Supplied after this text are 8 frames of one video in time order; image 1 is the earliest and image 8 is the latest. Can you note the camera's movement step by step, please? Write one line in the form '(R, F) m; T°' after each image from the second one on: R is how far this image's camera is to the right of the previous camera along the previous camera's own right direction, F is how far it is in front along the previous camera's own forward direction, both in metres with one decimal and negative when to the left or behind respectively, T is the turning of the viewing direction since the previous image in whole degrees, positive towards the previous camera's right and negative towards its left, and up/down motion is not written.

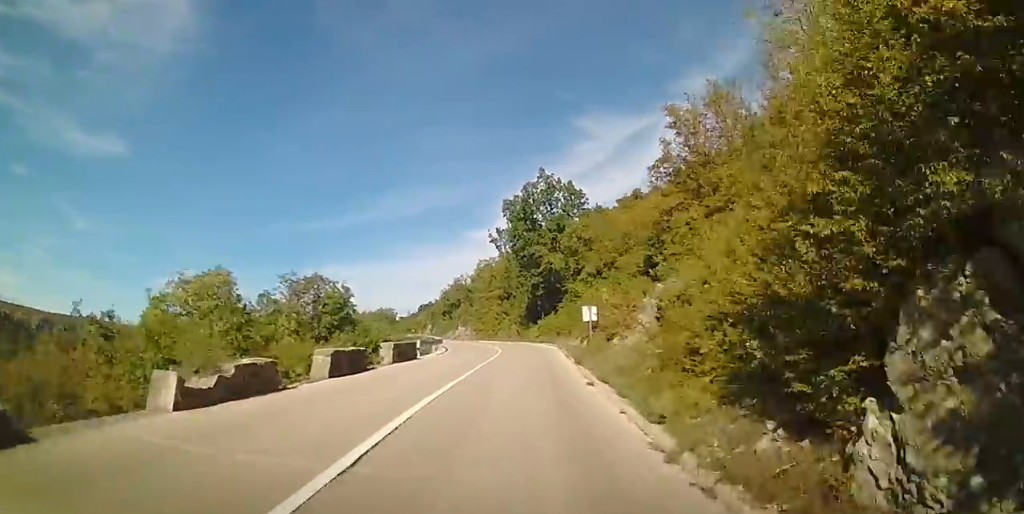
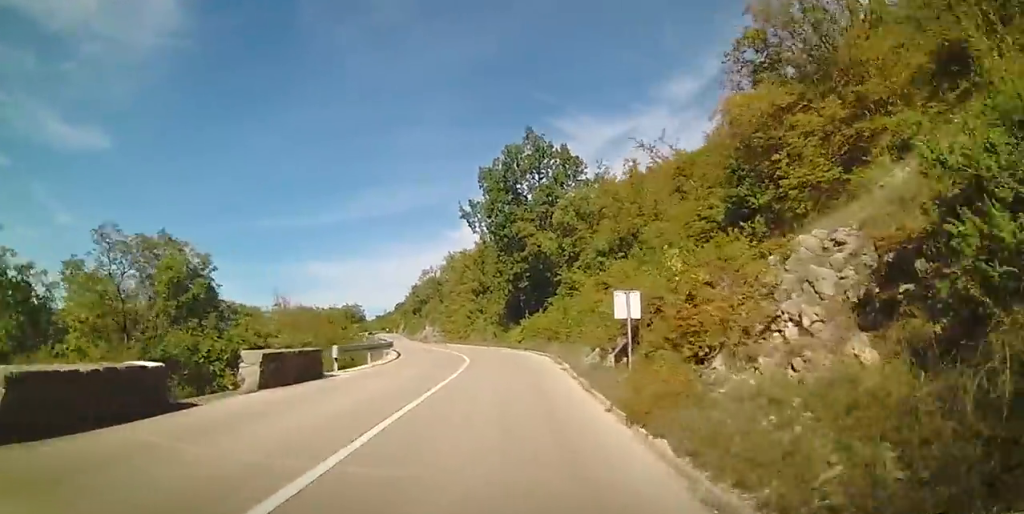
(+0.6, +9.6) m; +2°
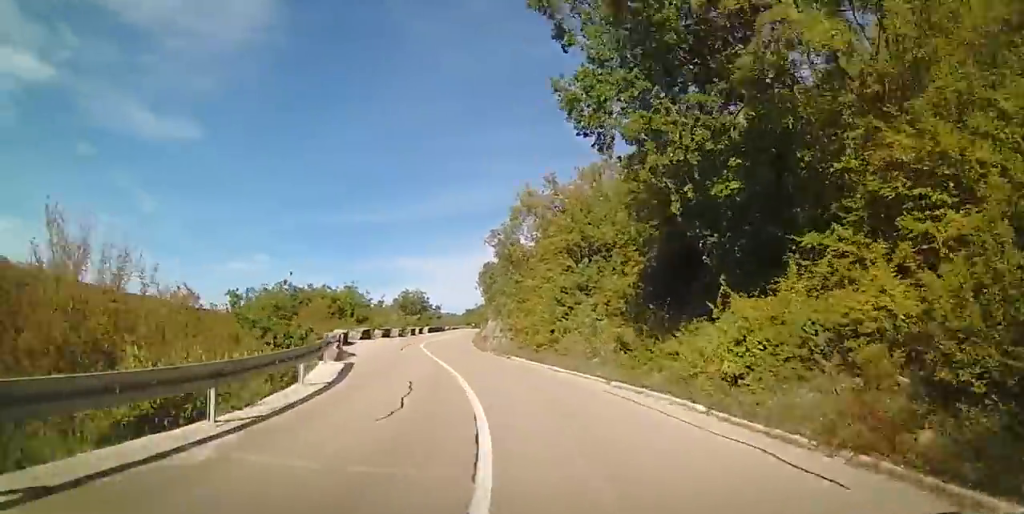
(-1.5, +23.0) m; -6°
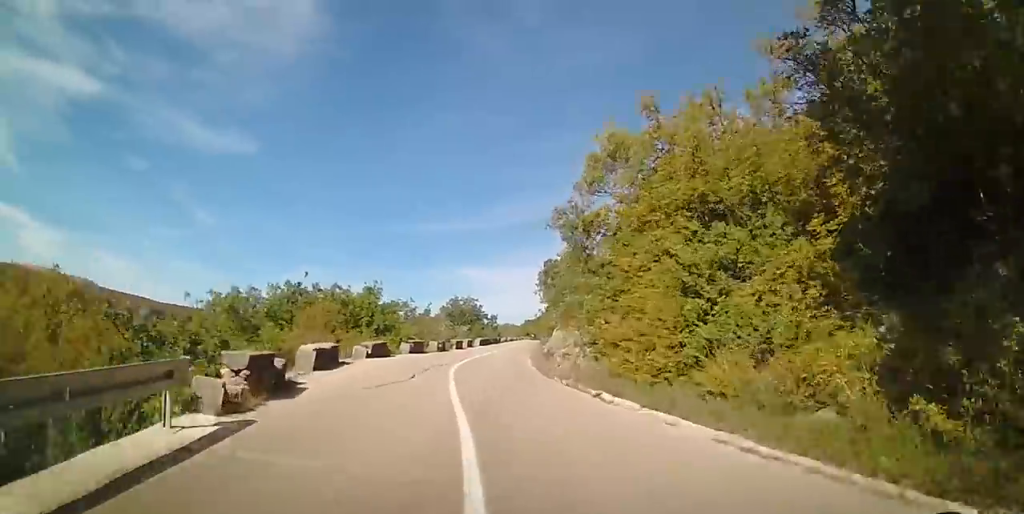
(-0.1, +9.5) m; -1°
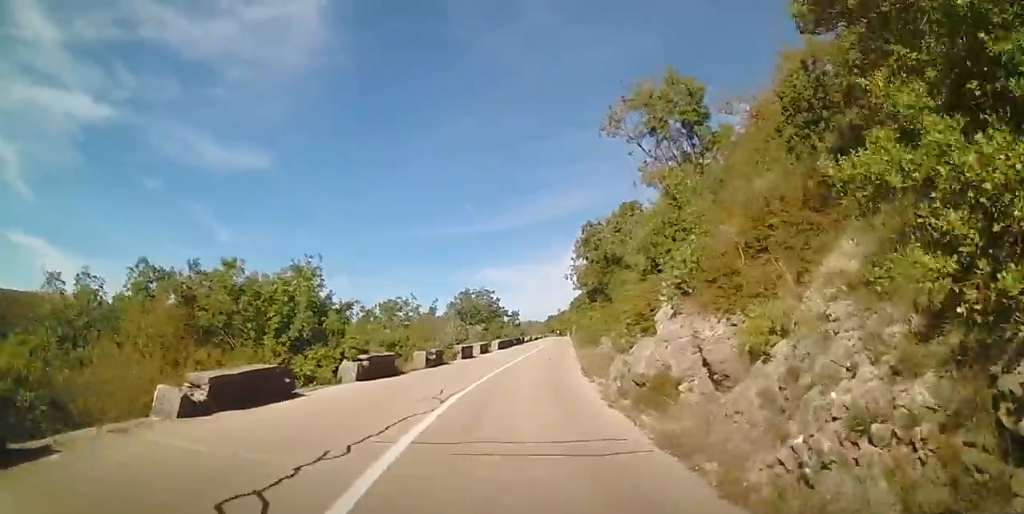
(0.0, +13.3) m; 0°
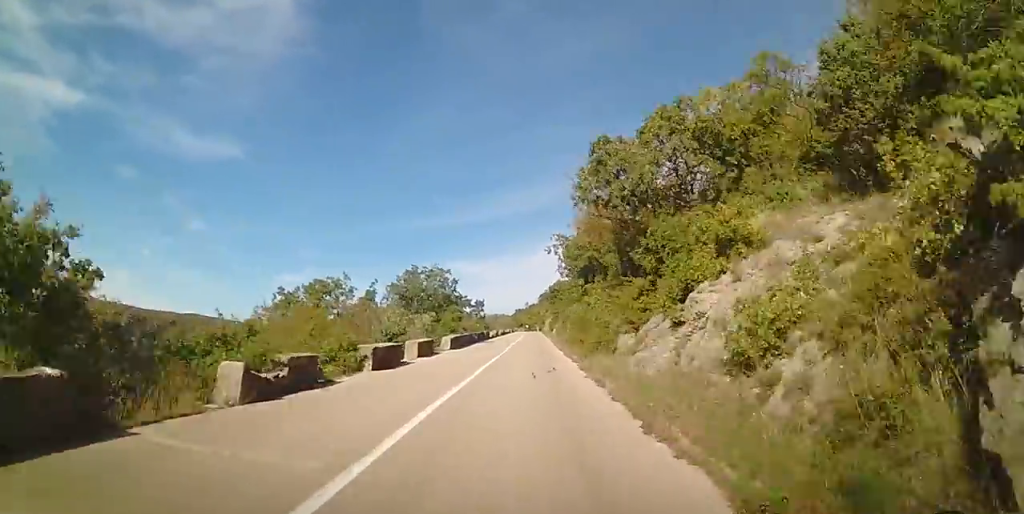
(0.0, +13.3) m; 0°
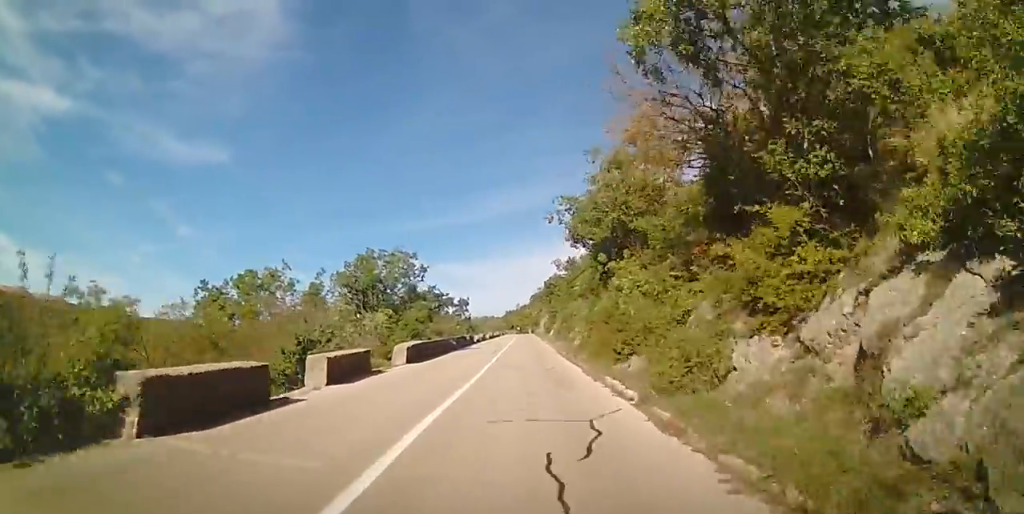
(0.0, +10.5) m; -1°
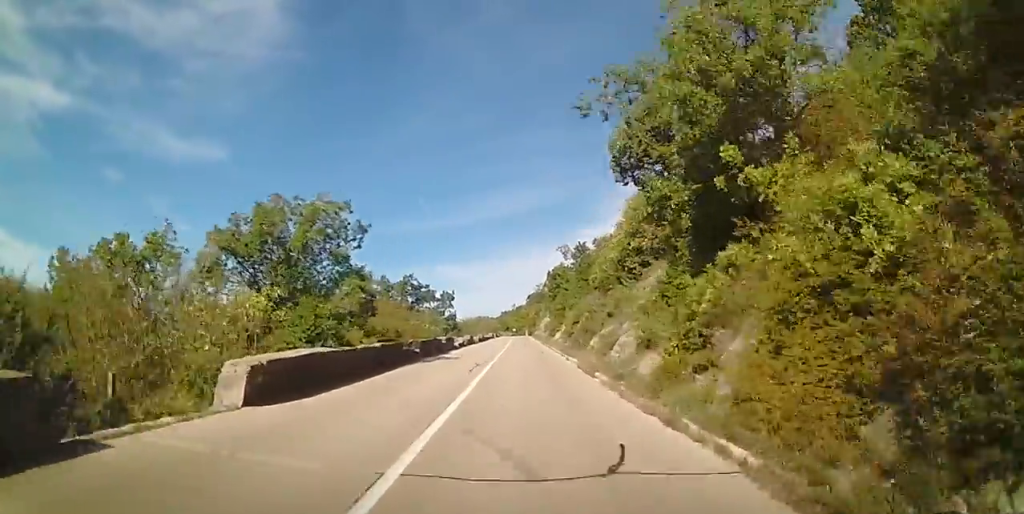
(-0.1, +12.5) m; 0°
